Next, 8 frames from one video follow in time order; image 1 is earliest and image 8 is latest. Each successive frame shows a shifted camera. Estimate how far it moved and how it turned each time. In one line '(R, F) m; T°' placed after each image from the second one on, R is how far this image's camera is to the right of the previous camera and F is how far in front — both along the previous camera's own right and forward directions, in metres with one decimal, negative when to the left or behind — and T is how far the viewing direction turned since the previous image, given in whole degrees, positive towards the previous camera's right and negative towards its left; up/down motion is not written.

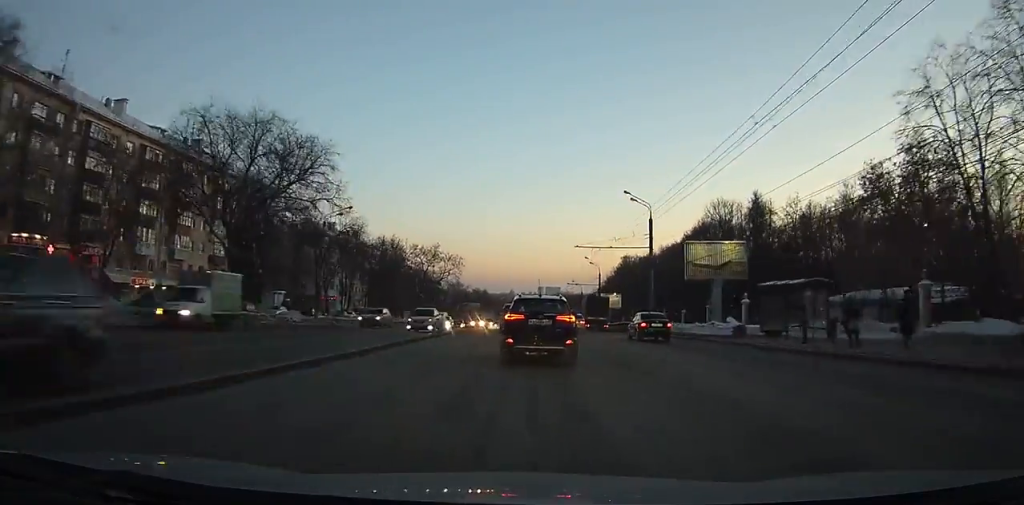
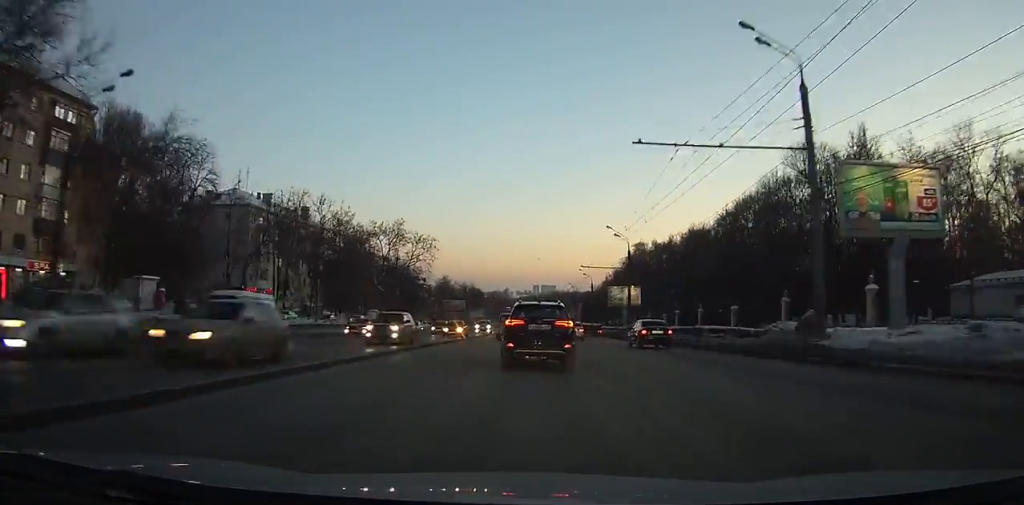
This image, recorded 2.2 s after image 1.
(+0.1, +31.4) m; +1°
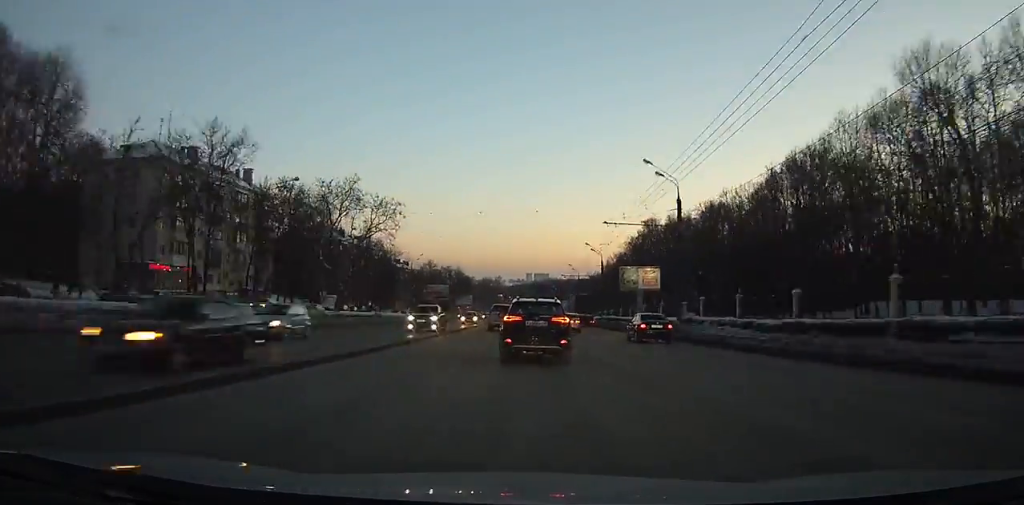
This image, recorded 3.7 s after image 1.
(0.0, +22.2) m; 0°
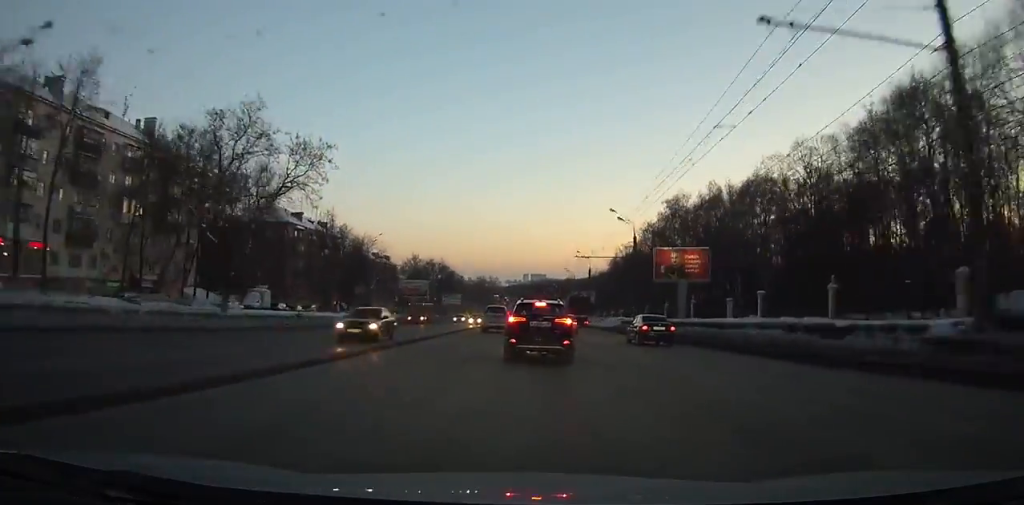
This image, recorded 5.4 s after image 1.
(+0.3, +27.2) m; 0°
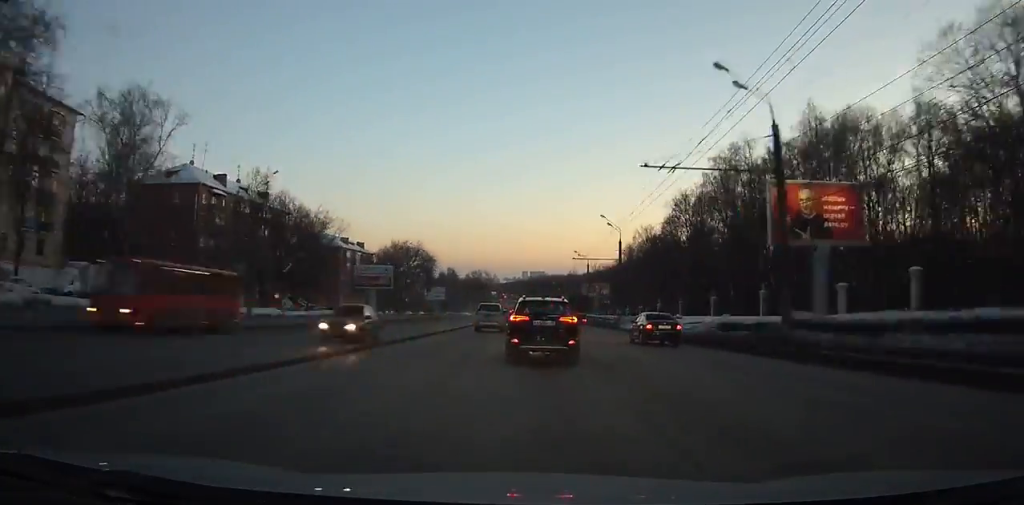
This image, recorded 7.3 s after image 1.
(+0.1, +30.9) m; 0°
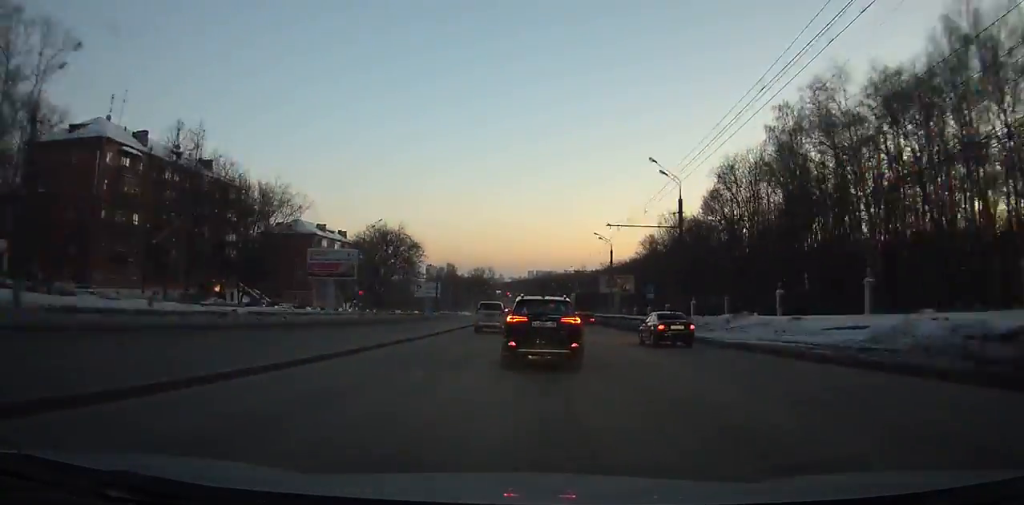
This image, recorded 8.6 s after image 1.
(-0.2, +21.8) m; 0°
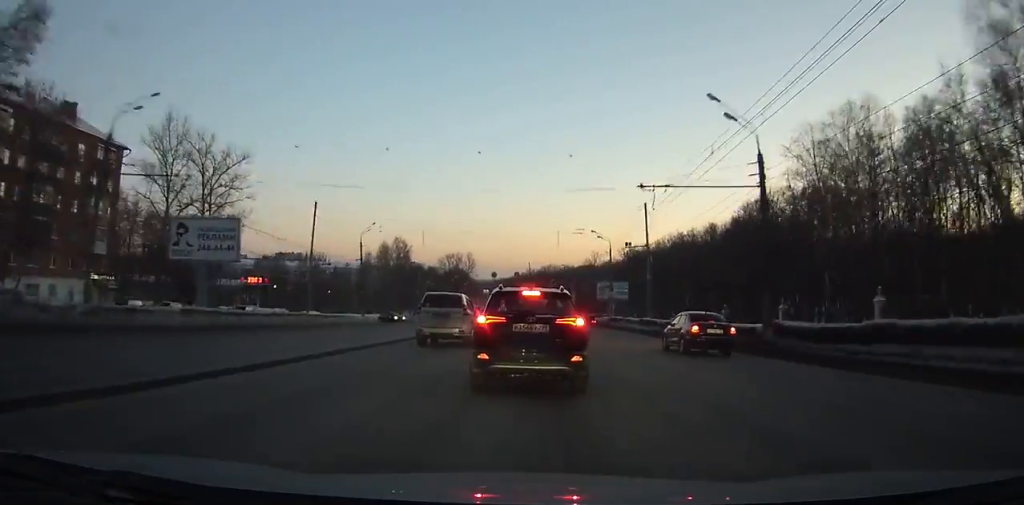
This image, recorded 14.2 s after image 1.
(-0.2, +95.3) m; 0°
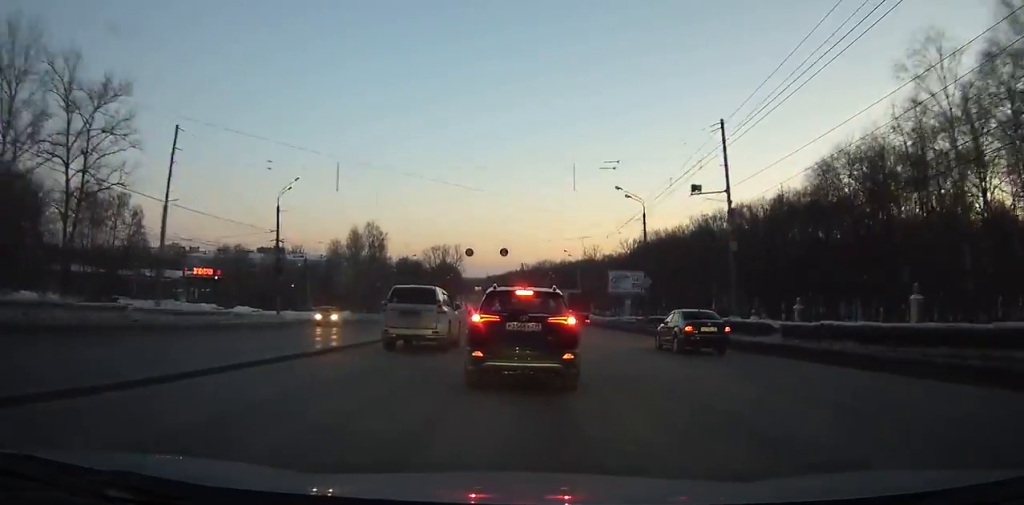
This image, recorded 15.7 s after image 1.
(0.0, +25.6) m; 0°
